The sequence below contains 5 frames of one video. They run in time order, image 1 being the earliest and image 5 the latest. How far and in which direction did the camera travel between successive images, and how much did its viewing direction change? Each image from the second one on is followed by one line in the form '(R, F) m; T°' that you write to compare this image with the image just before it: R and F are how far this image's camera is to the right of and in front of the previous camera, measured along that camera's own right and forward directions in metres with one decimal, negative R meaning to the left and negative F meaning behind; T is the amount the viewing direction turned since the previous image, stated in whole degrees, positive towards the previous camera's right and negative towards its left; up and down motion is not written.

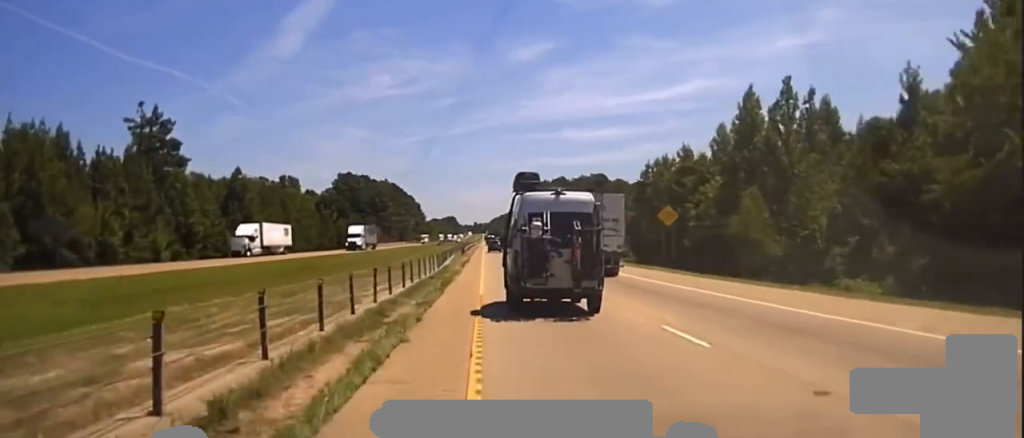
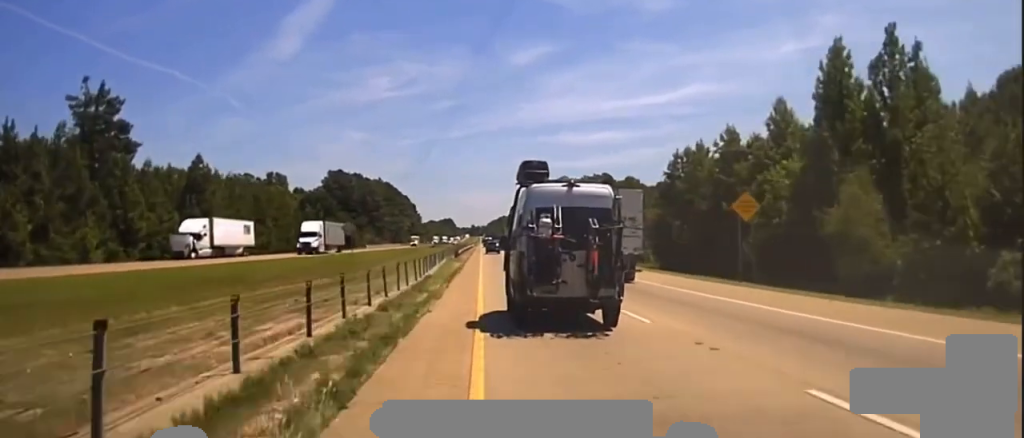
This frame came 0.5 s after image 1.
(+0.1, +20.8) m; 0°
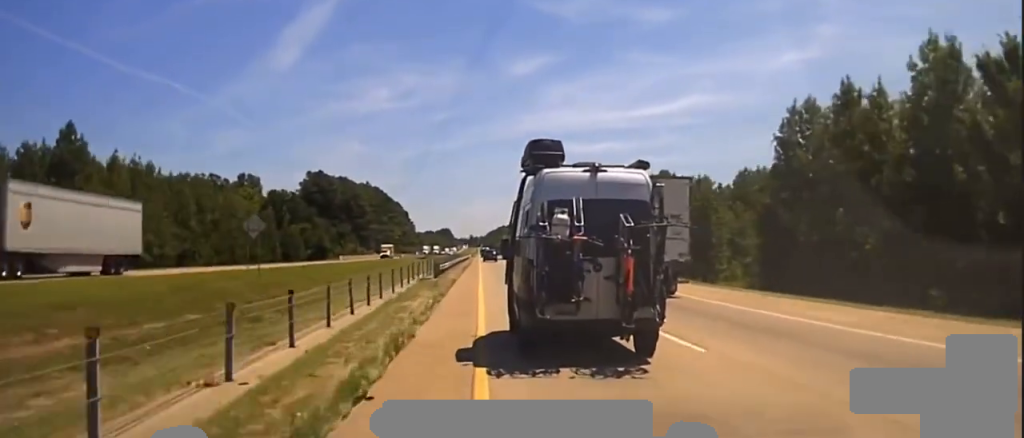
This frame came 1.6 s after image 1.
(-0.1, +42.4) m; 0°
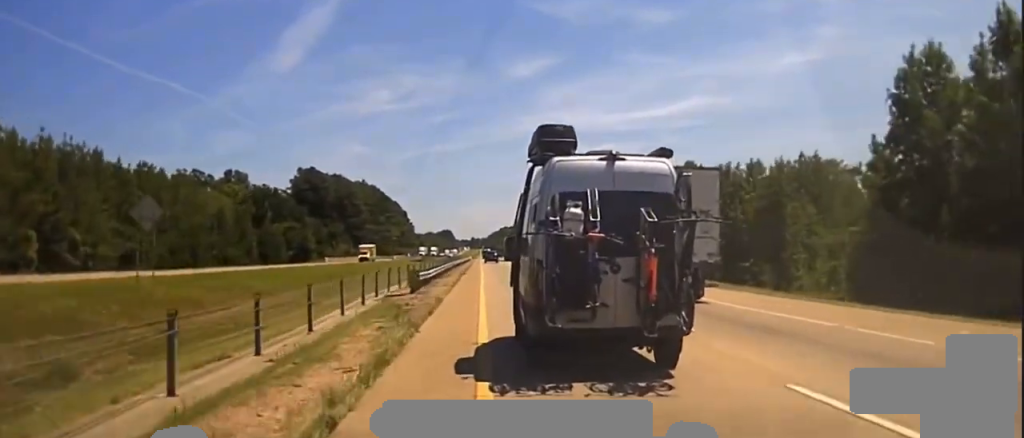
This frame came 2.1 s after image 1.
(0.0, +17.3) m; 0°
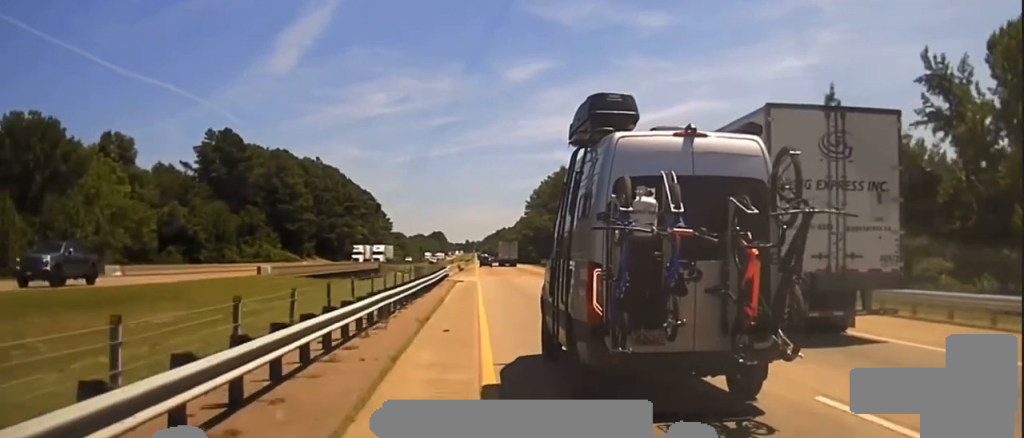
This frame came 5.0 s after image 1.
(+0.4, +92.2) m; +1°
